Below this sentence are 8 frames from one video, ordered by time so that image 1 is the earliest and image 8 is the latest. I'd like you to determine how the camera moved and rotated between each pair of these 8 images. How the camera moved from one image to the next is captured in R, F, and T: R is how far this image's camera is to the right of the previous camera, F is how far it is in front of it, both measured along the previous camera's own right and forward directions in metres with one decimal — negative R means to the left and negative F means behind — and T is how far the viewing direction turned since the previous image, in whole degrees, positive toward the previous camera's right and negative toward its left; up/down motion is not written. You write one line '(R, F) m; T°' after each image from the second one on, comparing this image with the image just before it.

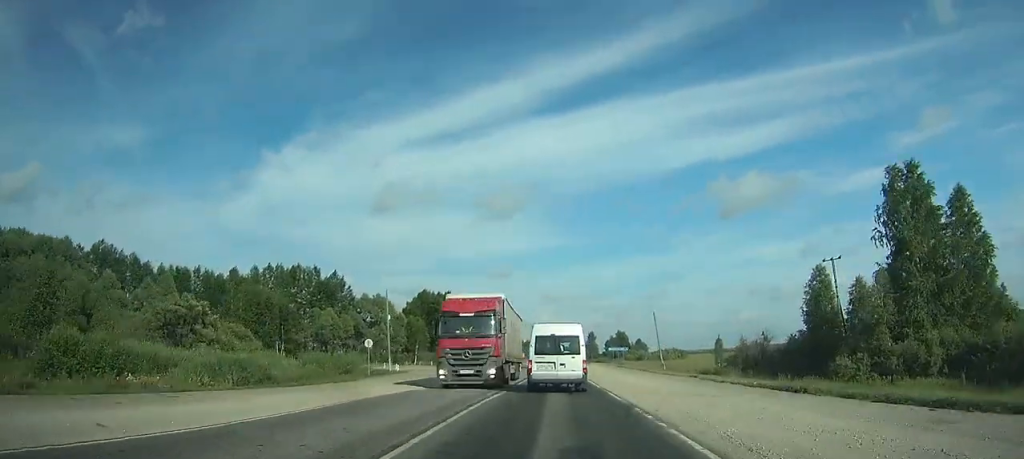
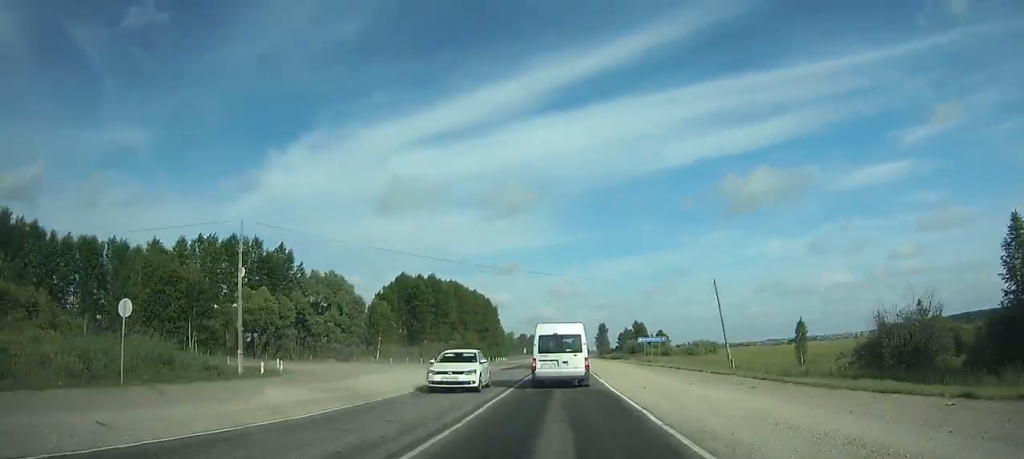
(0.0, +31.6) m; 0°
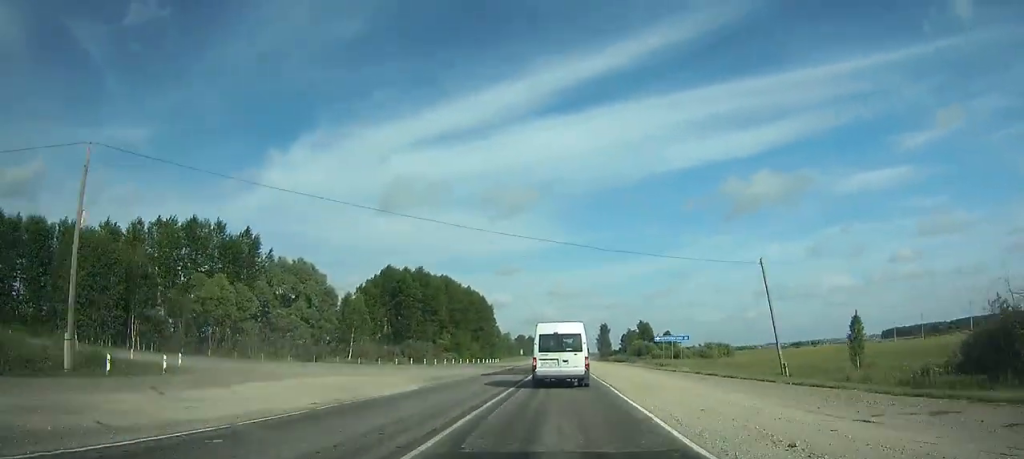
(0.0, +12.8) m; 0°
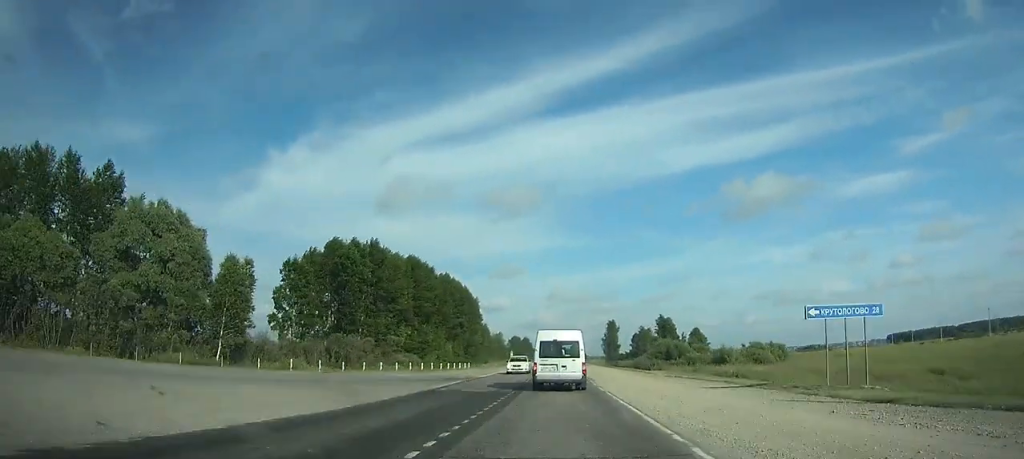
(0.0, +34.5) m; 0°
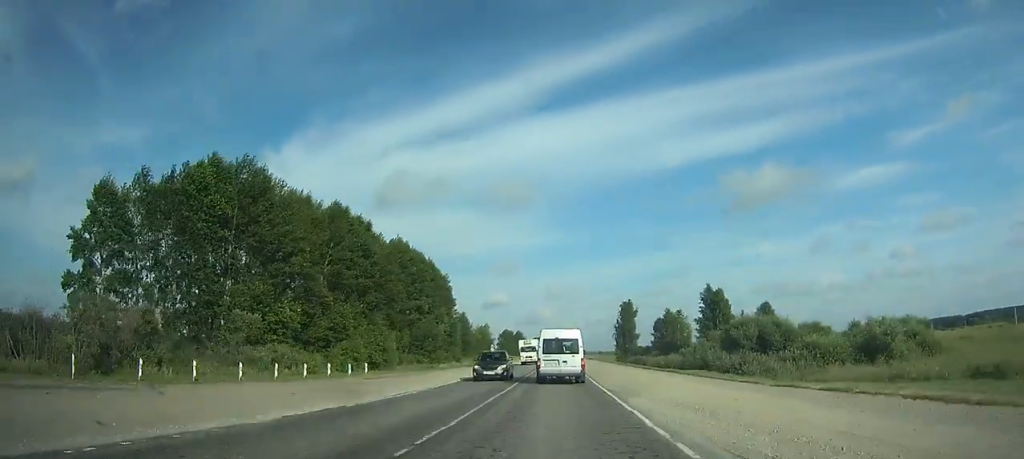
(+0.2, +42.1) m; 0°
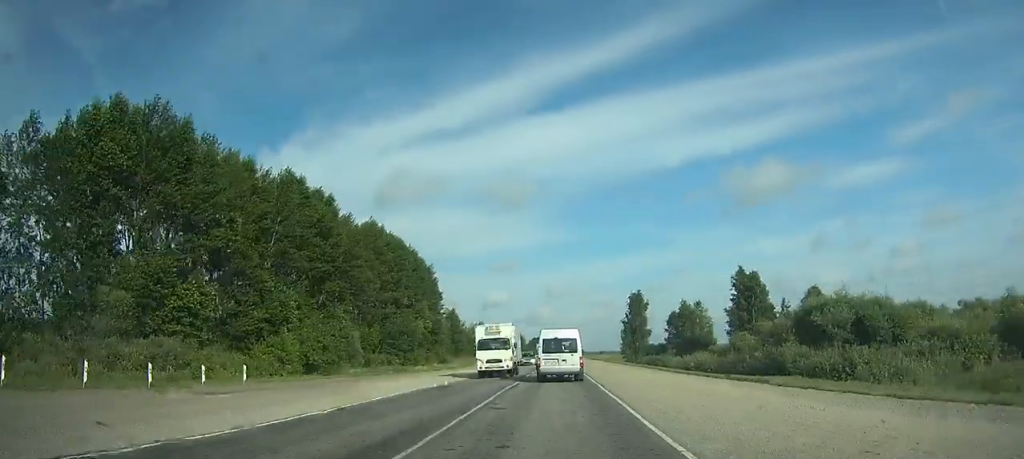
(0.0, +15.4) m; 0°
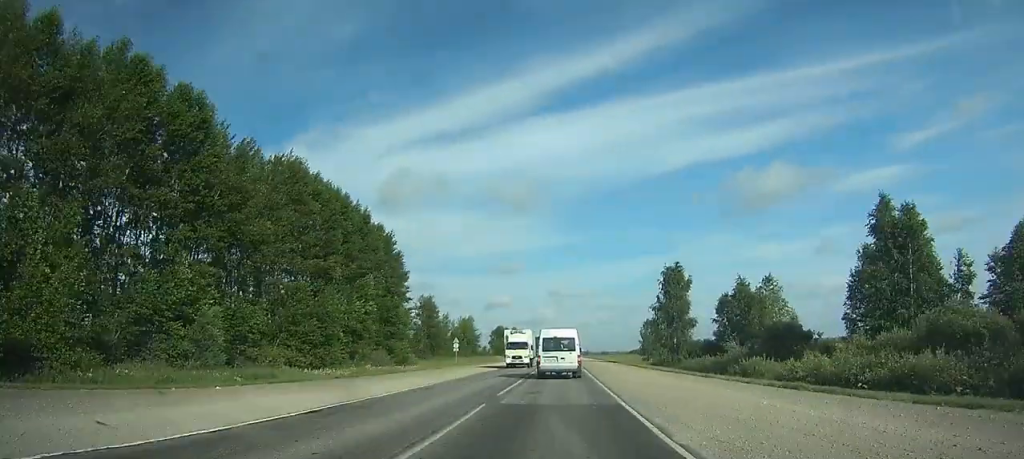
(0.0, +30.2) m; 0°
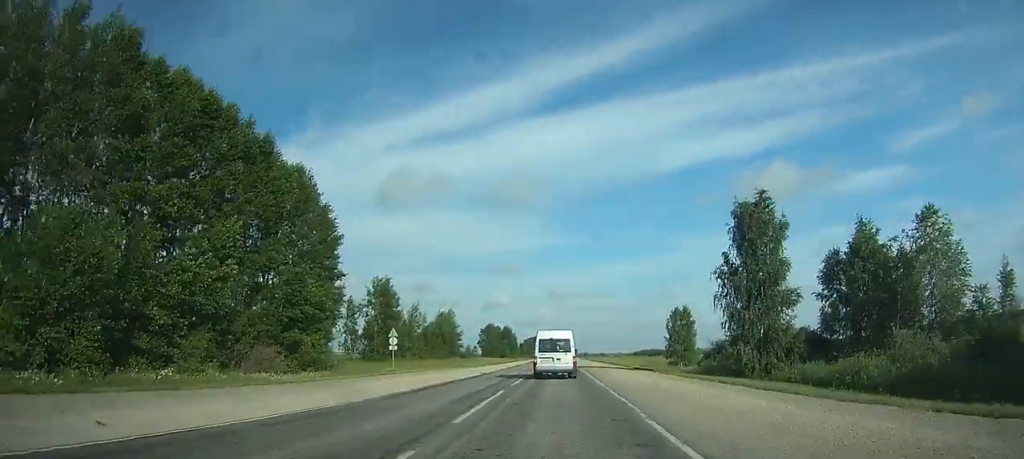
(0.0, +29.1) m; 0°
